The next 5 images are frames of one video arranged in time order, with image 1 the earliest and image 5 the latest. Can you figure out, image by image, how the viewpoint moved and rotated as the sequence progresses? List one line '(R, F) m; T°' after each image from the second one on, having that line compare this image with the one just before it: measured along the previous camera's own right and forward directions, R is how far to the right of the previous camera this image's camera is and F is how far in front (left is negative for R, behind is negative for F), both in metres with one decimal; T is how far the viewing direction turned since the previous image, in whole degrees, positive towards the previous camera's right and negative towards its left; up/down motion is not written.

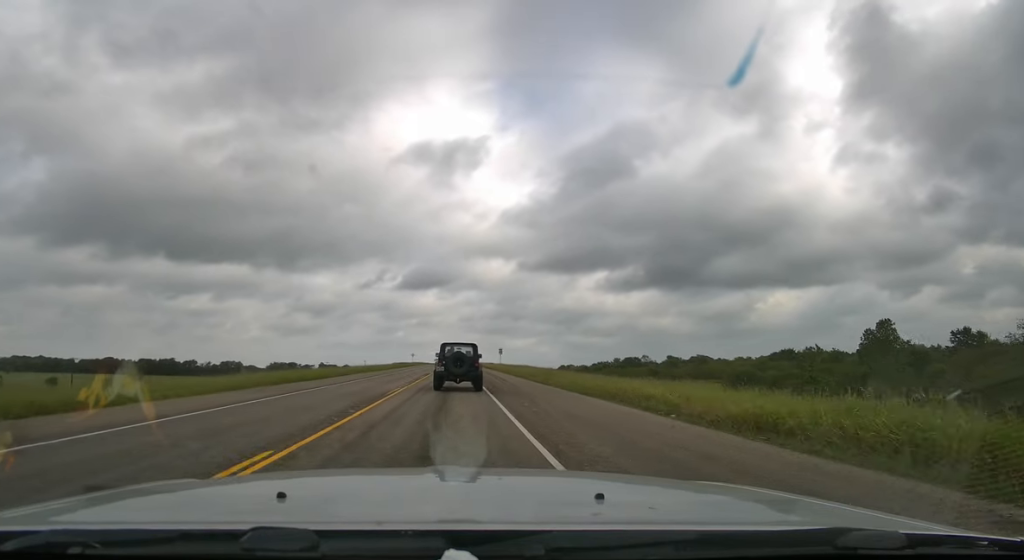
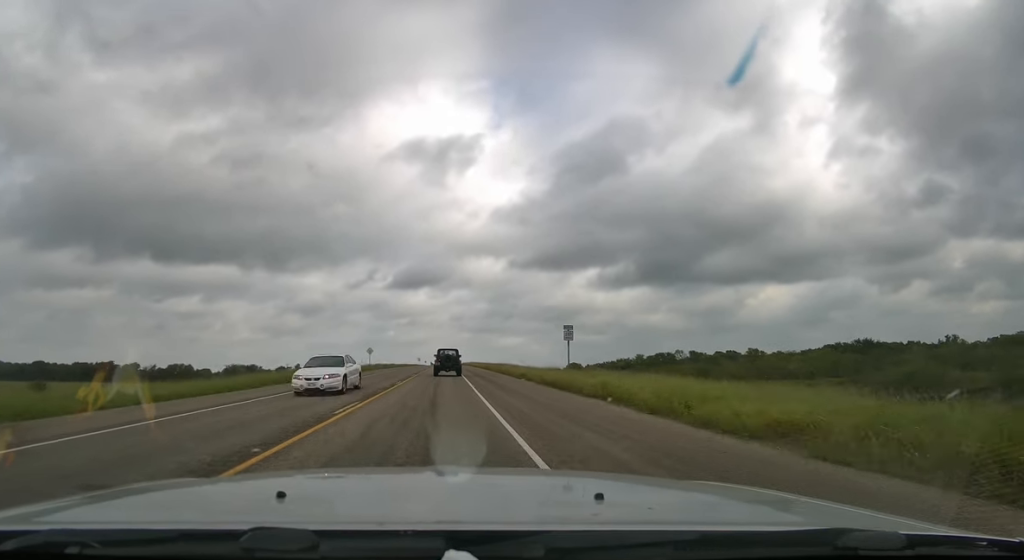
(+1.7, +55.6) m; +2°
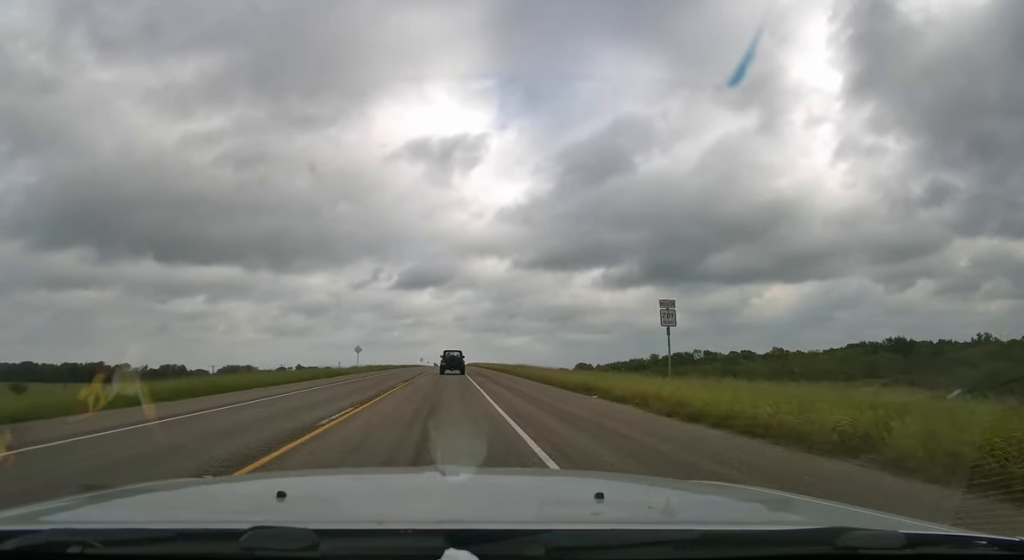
(0.0, +13.5) m; 0°
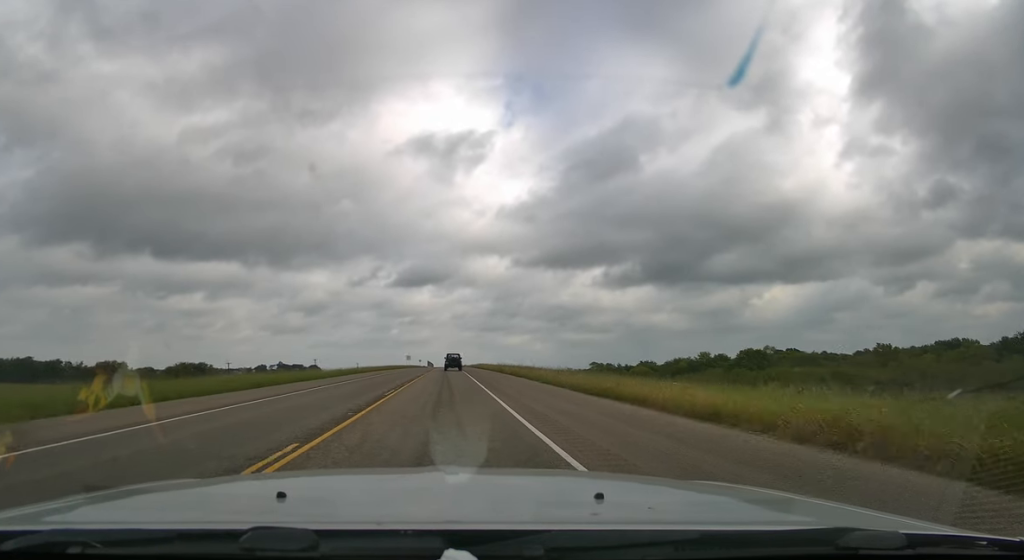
(-0.2, +52.7) m; 0°
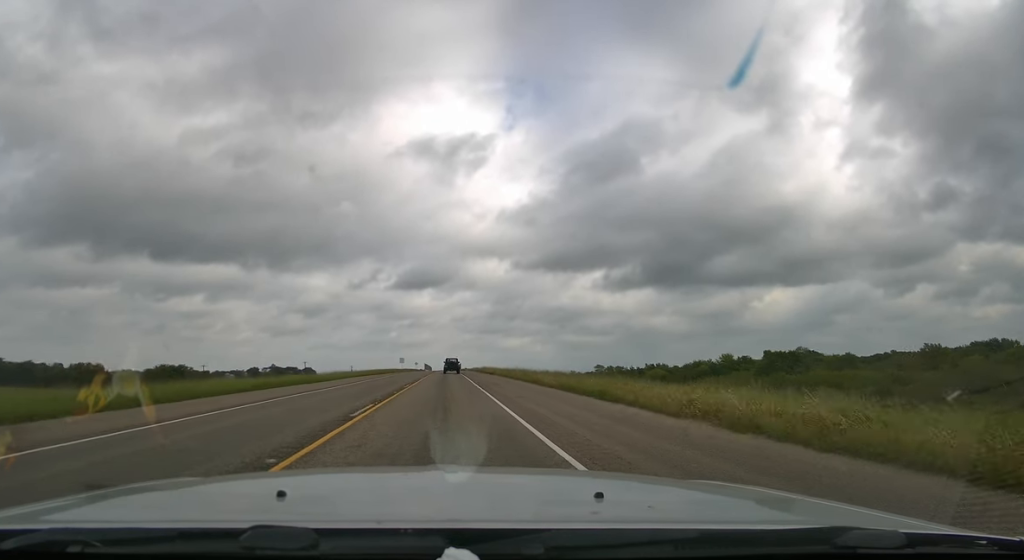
(0.0, +17.6) m; 0°
